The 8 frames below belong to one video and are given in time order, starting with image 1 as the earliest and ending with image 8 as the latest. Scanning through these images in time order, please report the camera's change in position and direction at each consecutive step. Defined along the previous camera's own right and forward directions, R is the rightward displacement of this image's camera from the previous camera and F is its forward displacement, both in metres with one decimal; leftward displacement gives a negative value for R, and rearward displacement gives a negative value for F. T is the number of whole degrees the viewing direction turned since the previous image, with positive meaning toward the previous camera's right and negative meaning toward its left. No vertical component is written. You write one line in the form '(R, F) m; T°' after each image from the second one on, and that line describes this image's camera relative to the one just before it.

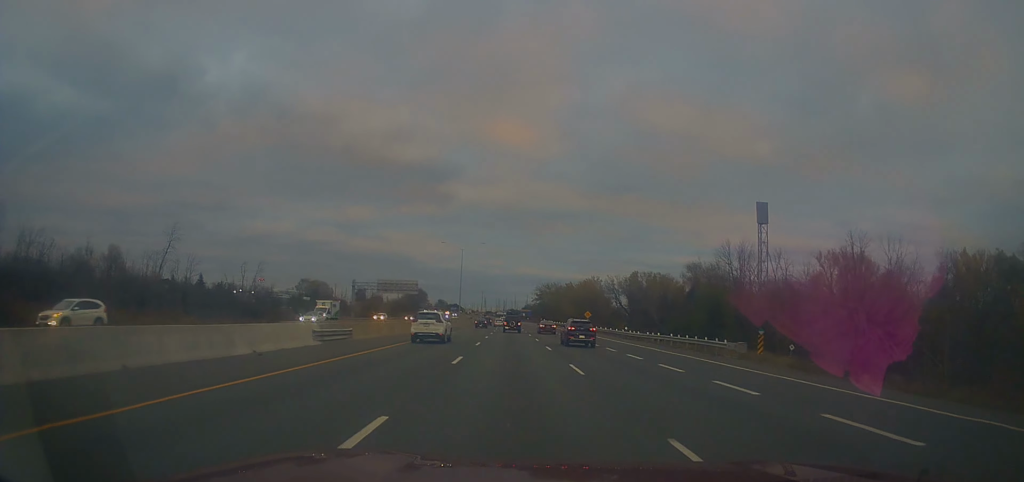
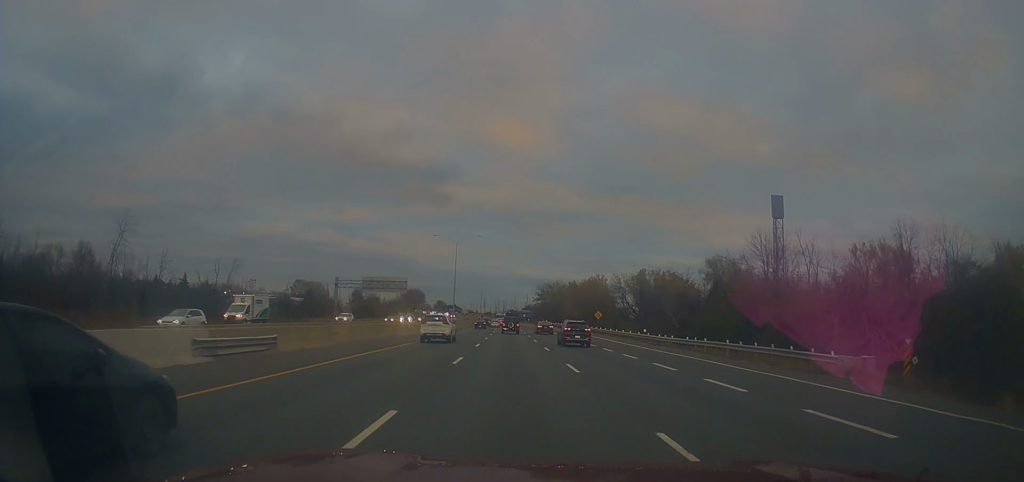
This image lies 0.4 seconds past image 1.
(0.0, +11.6) m; 0°
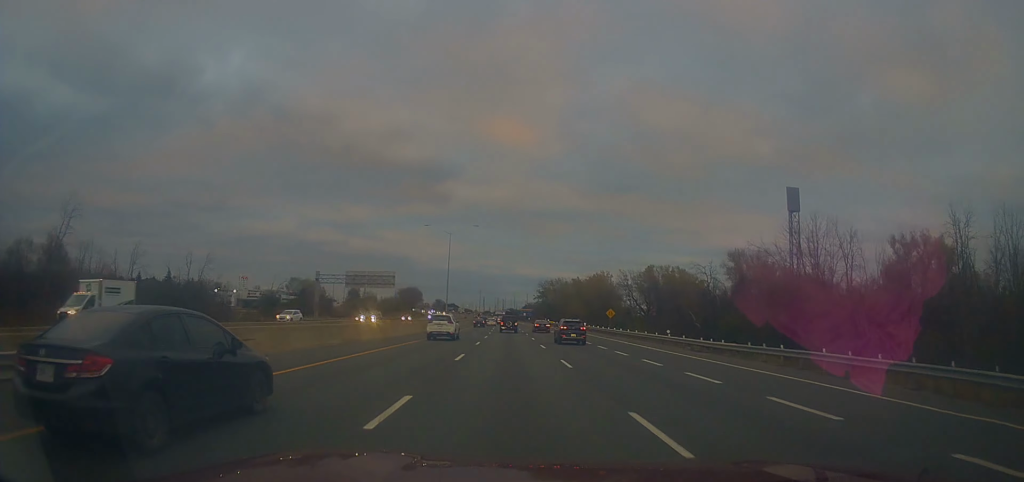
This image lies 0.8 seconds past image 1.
(0.0, +10.6) m; 0°
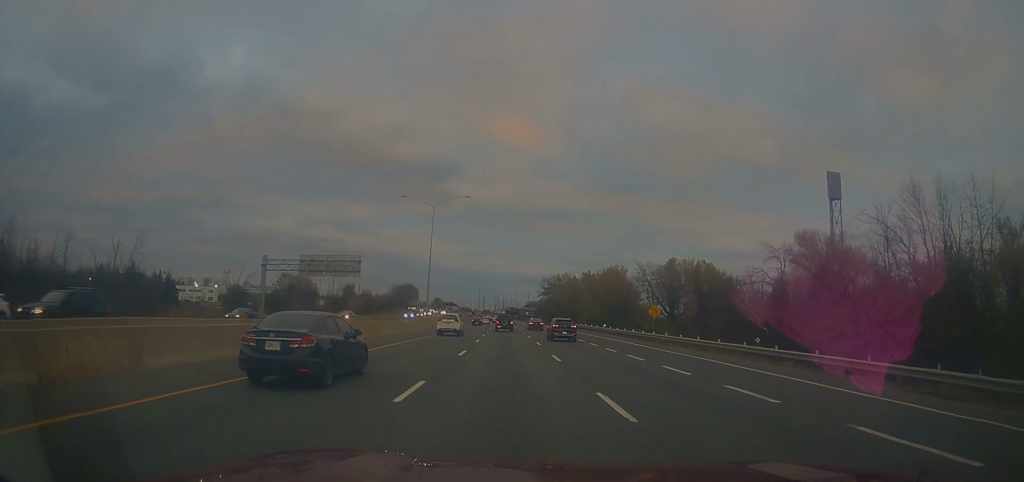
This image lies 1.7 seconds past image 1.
(0.0, +22.1) m; 0°
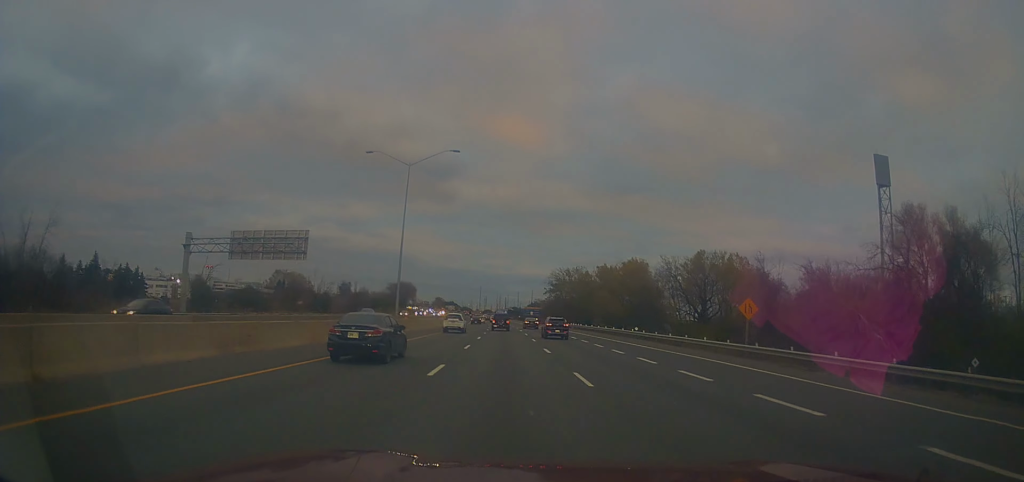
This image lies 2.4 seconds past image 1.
(+0.1, +20.3) m; -1°
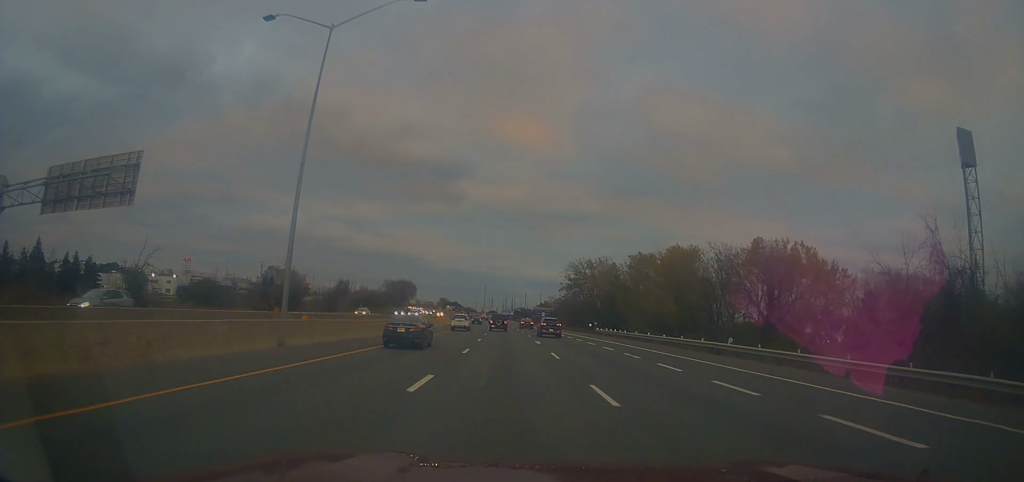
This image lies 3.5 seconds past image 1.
(-0.6, +27.3) m; 0°
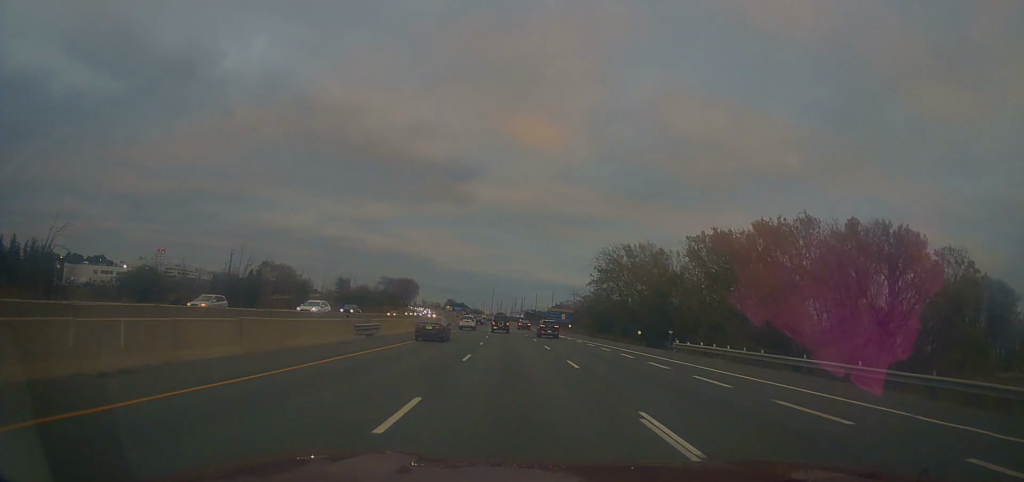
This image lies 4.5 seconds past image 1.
(+0.5, +28.3) m; -1°
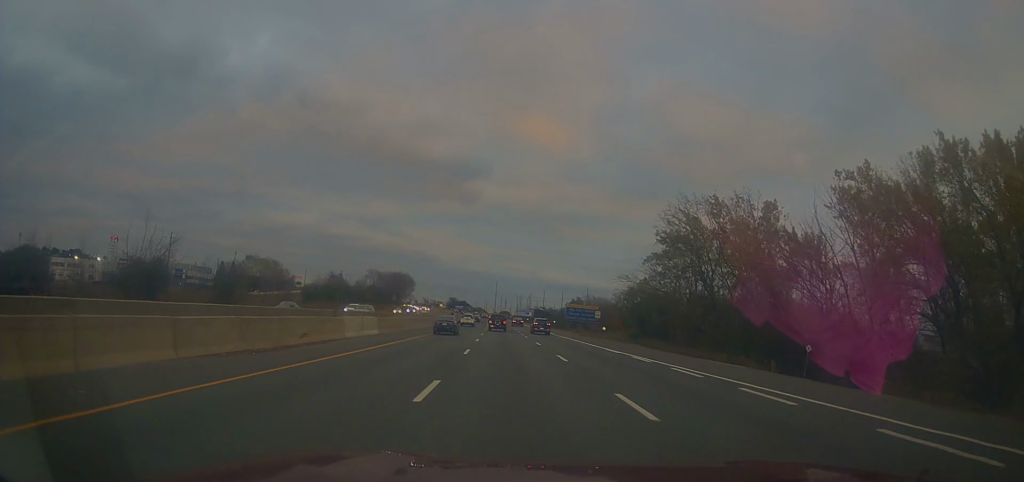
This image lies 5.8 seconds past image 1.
(-0.7, +34.4) m; 0°
